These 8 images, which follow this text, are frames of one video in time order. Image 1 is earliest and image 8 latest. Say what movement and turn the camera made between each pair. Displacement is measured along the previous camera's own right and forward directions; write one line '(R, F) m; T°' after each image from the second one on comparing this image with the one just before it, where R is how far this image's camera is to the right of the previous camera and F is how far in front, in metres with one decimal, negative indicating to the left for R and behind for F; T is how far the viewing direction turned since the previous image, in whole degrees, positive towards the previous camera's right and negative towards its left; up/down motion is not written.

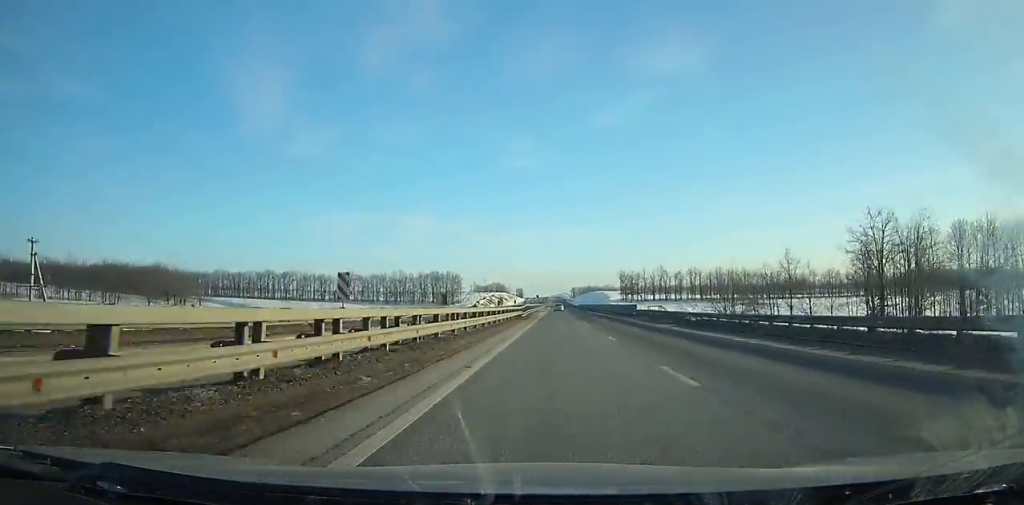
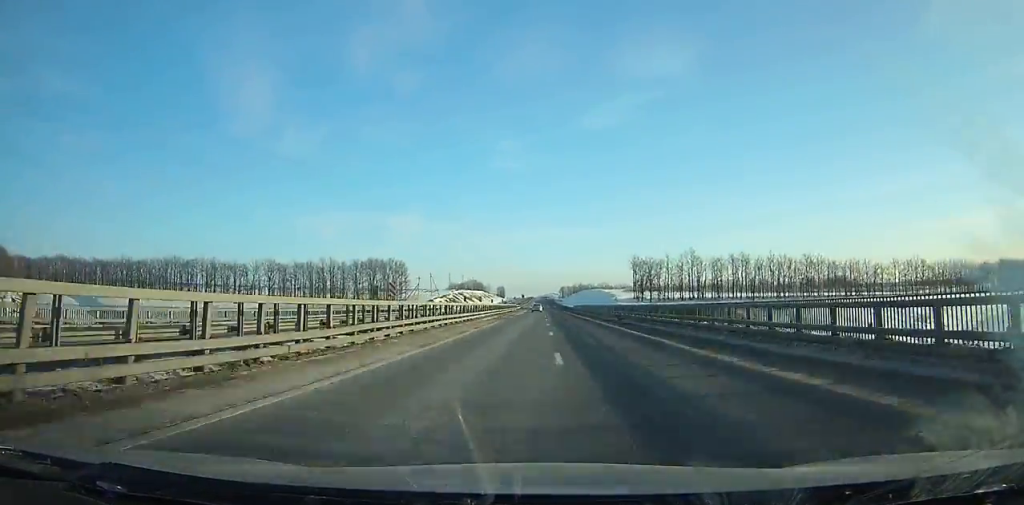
(+0.5, +78.5) m; 0°
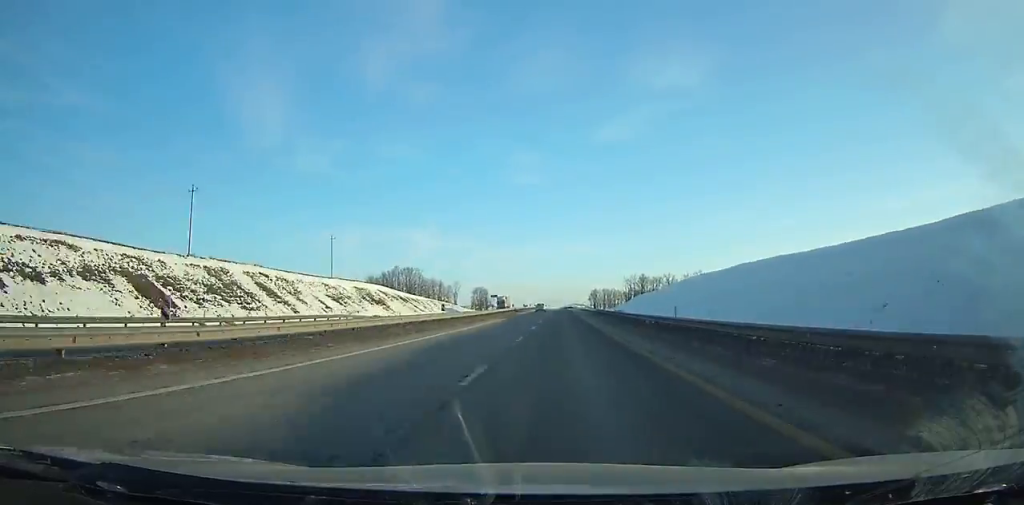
(-3.6, +265.9) m; -1°
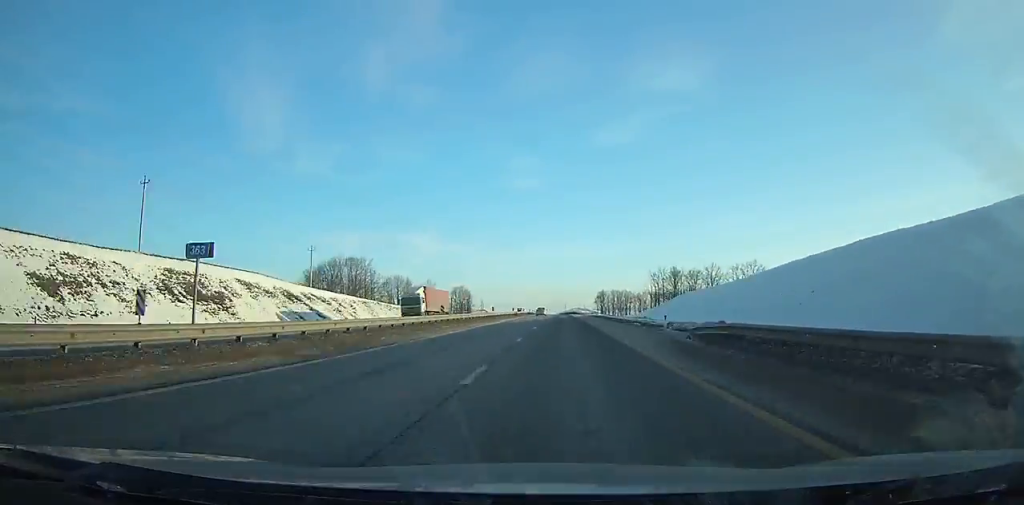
(+0.1, +59.4) m; 0°
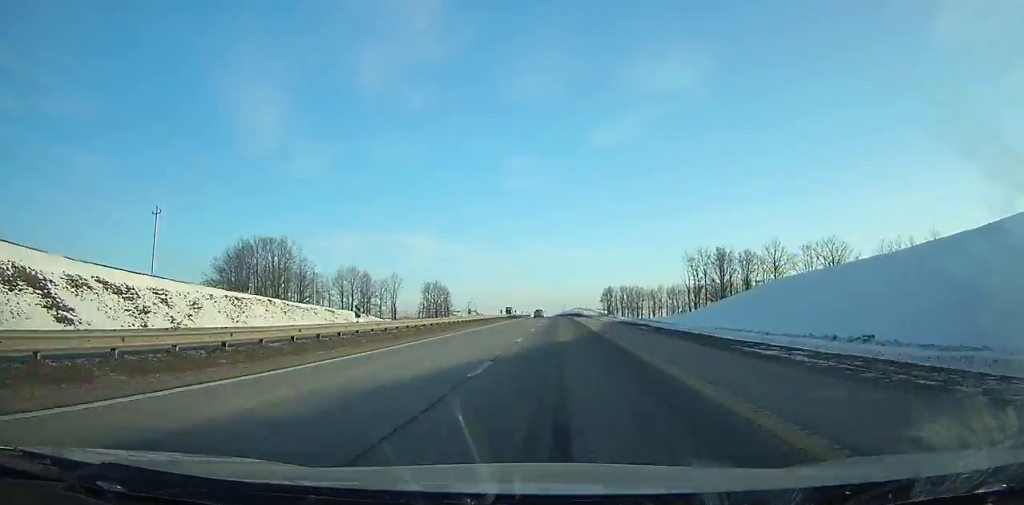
(+0.2, +46.1) m; 0°
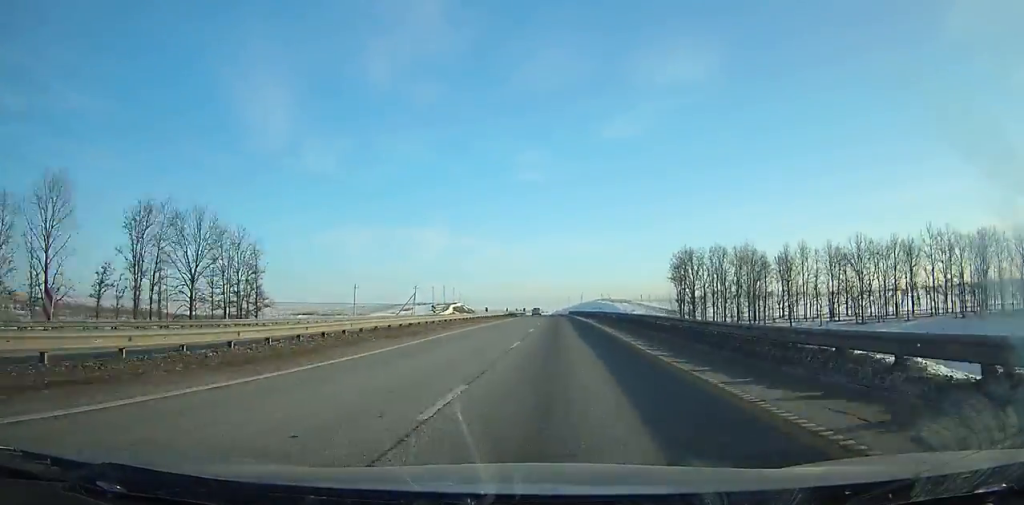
(-1.5, +134.4) m; -1°
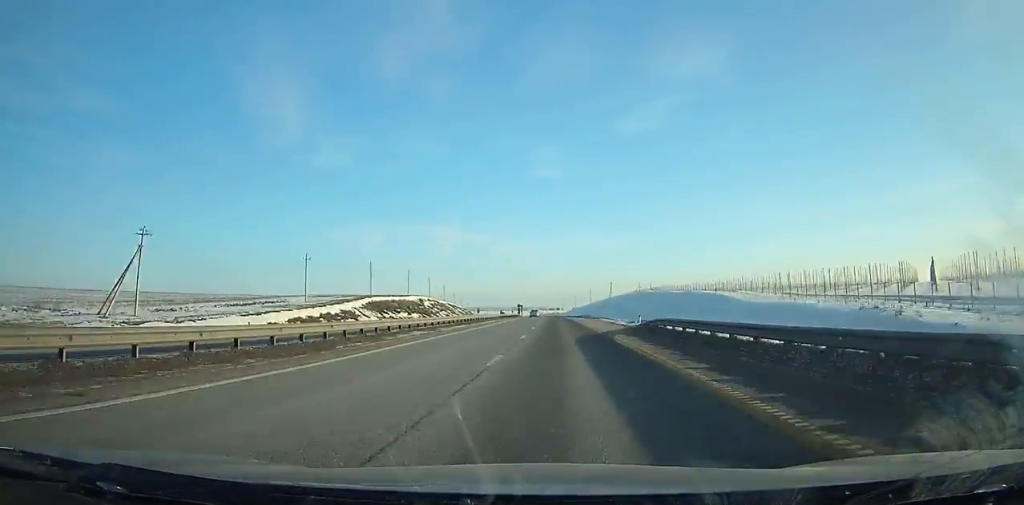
(-2.0, +124.4) m; -2°
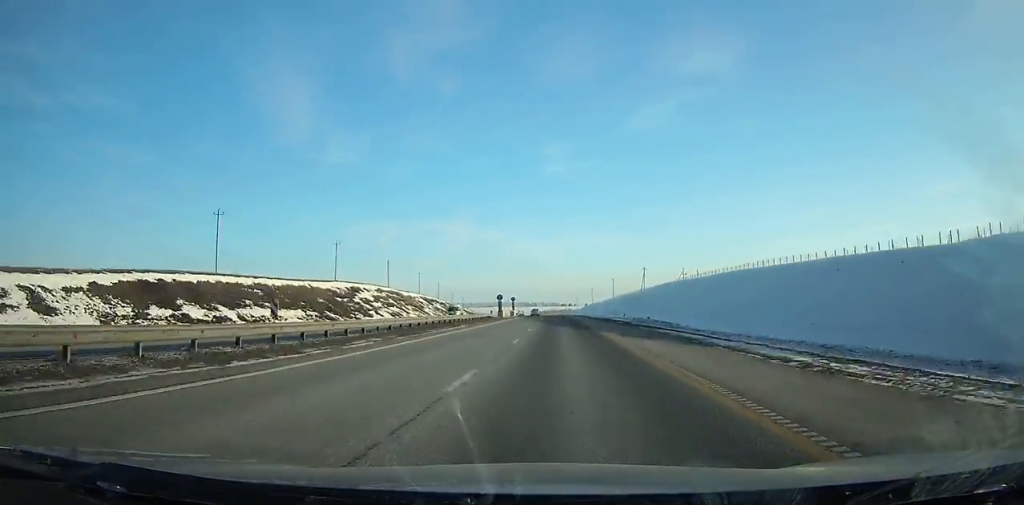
(-0.7, +75.5) m; -1°
